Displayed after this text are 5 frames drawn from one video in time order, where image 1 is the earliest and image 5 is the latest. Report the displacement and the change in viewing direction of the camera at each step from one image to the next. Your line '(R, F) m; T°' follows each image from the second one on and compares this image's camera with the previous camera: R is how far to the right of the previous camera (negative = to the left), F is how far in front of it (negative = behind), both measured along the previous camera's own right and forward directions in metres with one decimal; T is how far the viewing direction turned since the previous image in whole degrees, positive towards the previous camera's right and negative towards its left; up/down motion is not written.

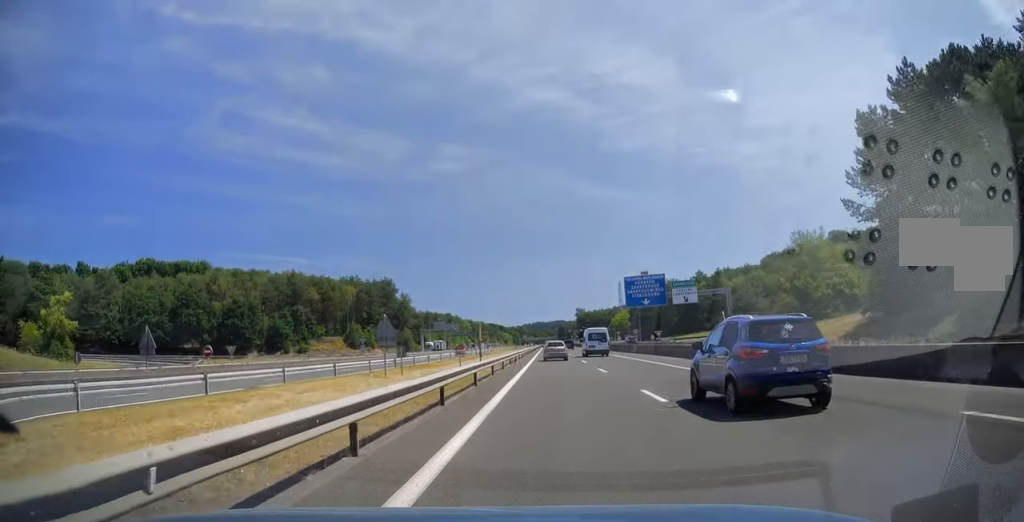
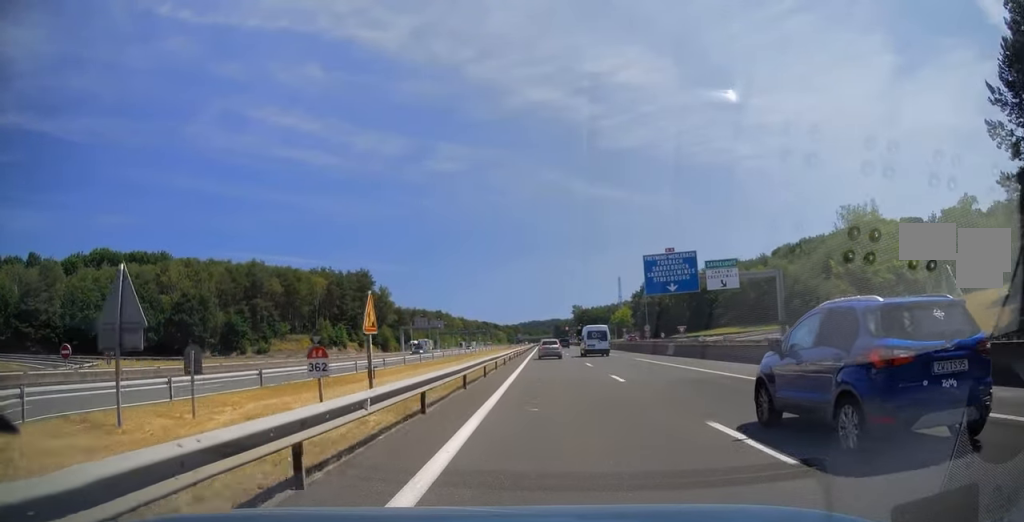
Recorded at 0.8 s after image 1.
(-0.3, +20.1) m; 0°
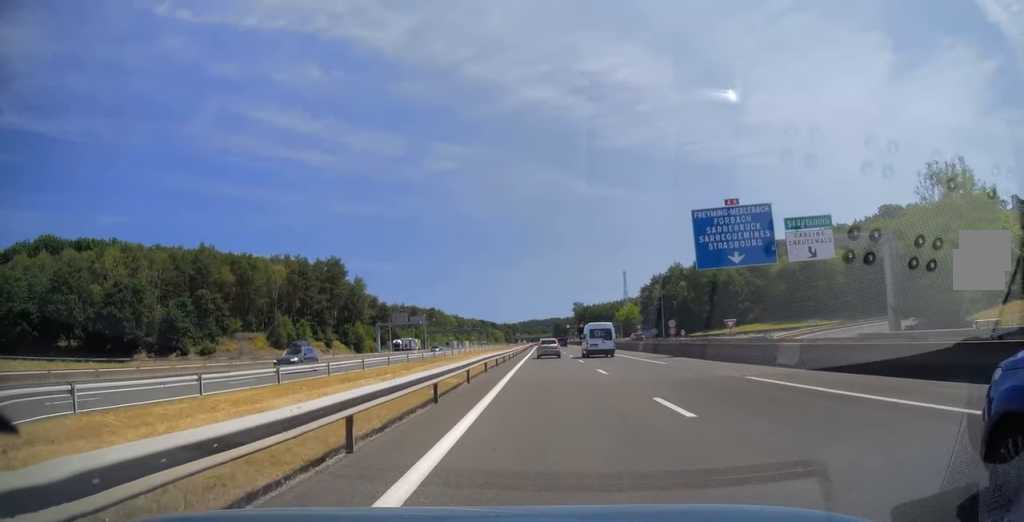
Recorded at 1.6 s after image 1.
(+0.3, +22.8) m; 0°
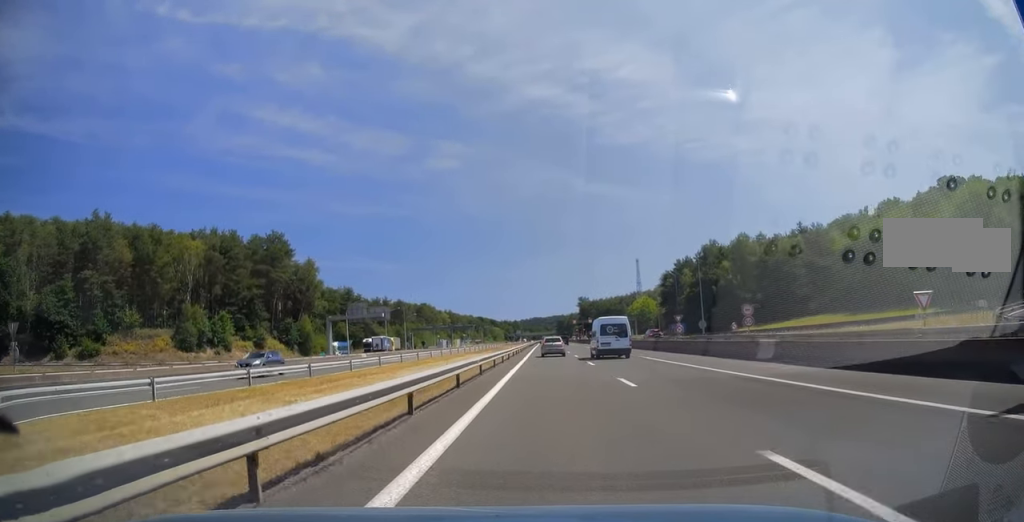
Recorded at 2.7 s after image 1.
(-0.3, +33.3) m; 0°
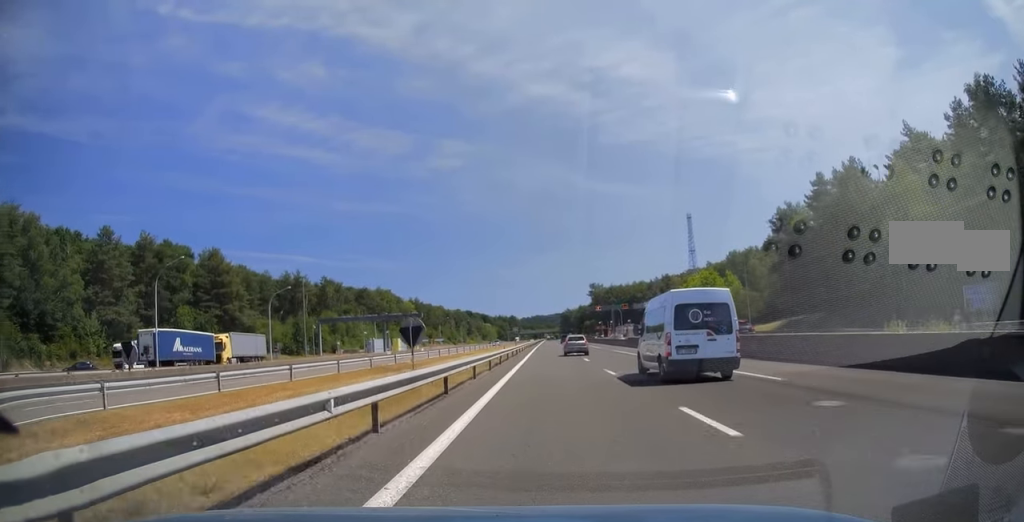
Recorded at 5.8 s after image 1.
(+0.4, +87.9) m; +1°
